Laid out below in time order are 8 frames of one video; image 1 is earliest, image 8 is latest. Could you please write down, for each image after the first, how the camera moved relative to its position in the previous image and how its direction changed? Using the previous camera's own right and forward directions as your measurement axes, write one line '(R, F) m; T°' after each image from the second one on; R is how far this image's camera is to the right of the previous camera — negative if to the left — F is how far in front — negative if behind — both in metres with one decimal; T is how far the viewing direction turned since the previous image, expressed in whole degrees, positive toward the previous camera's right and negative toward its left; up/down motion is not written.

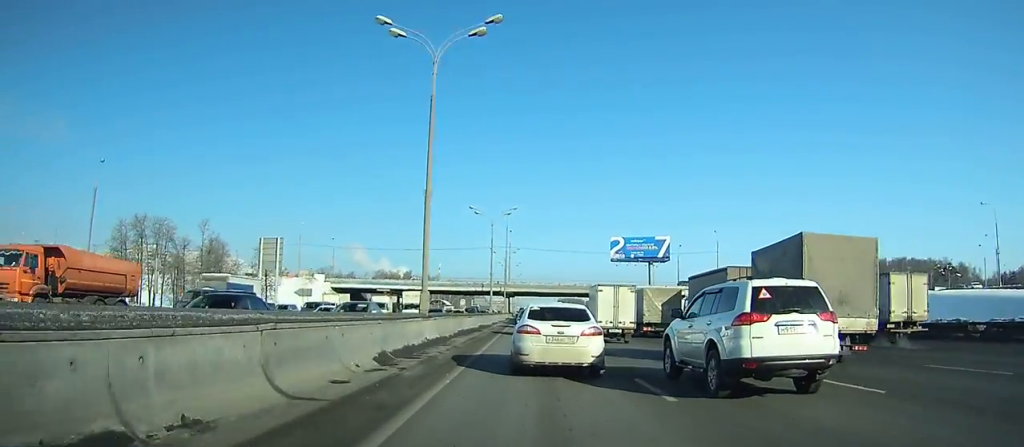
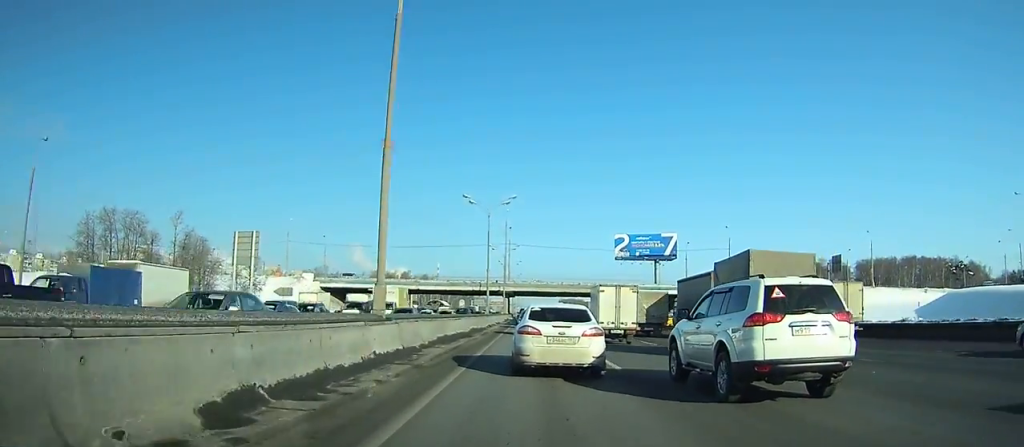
(0.0, +7.4) m; 0°
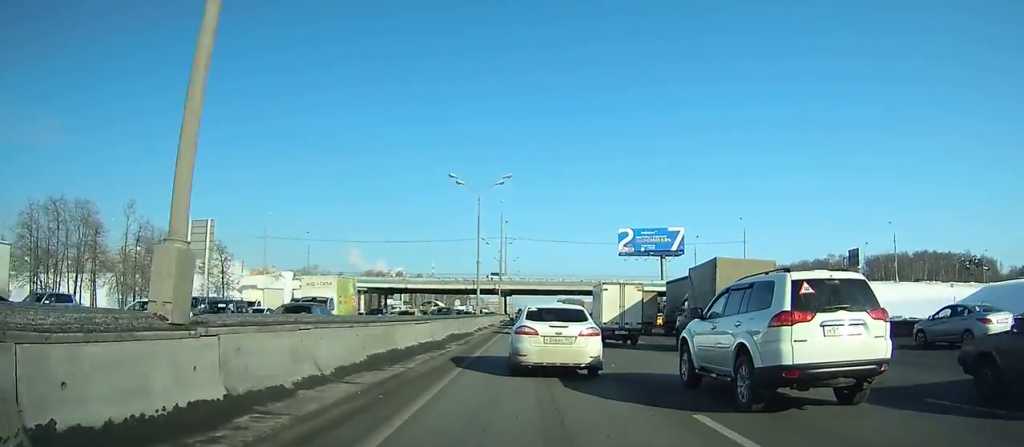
(0.0, +8.7) m; 0°
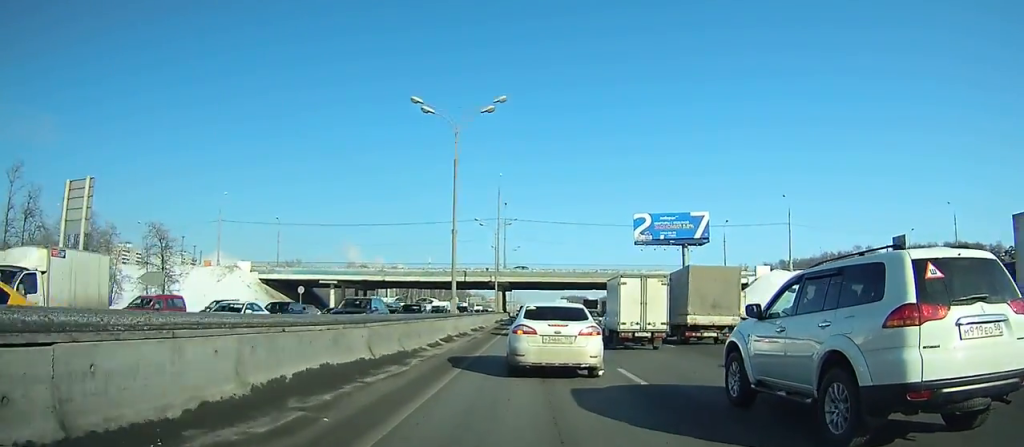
(+0.1, +15.8) m; 0°
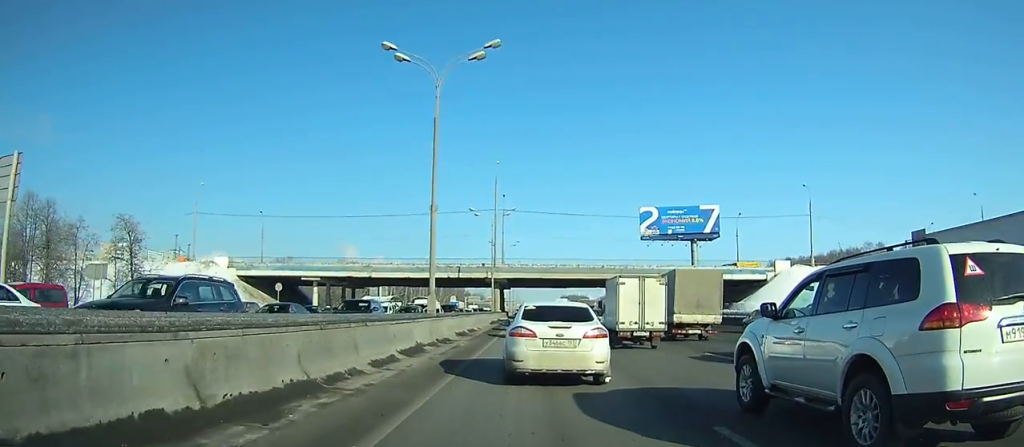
(+0.1, +6.9) m; 0°
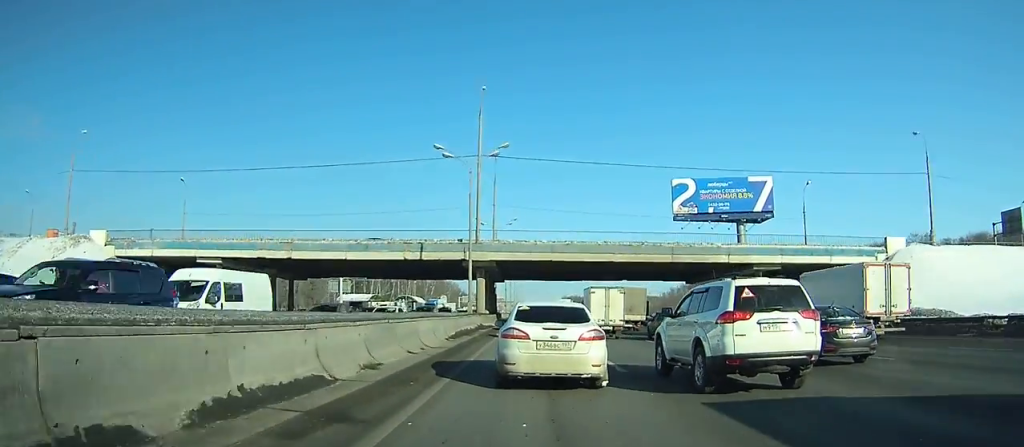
(-0.7, +28.8) m; -1°
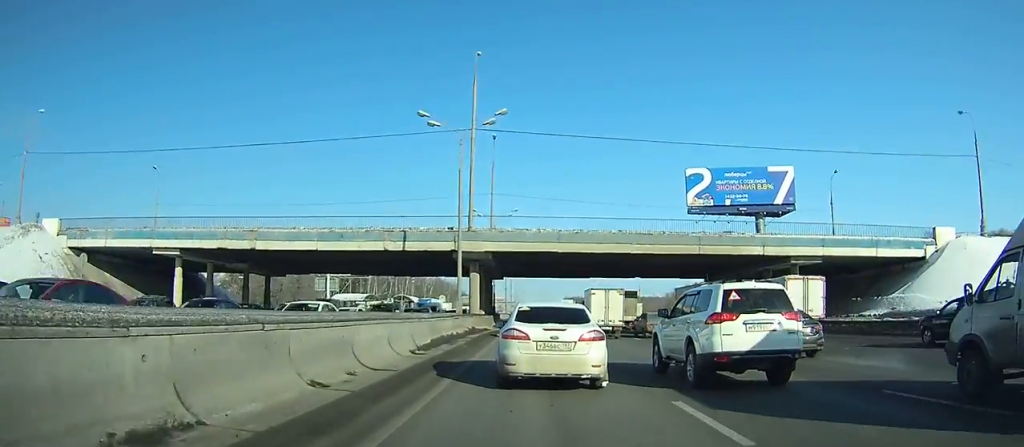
(0.0, +7.2) m; 0°
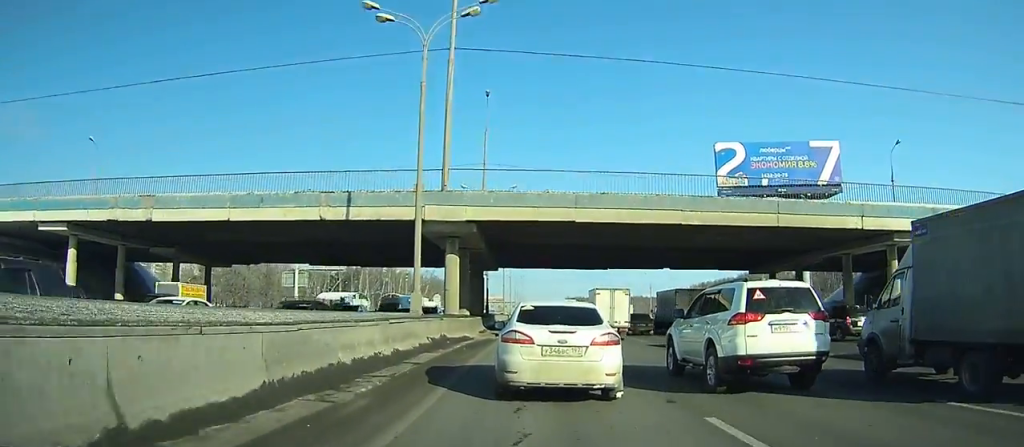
(-0.1, +11.4) m; 0°
